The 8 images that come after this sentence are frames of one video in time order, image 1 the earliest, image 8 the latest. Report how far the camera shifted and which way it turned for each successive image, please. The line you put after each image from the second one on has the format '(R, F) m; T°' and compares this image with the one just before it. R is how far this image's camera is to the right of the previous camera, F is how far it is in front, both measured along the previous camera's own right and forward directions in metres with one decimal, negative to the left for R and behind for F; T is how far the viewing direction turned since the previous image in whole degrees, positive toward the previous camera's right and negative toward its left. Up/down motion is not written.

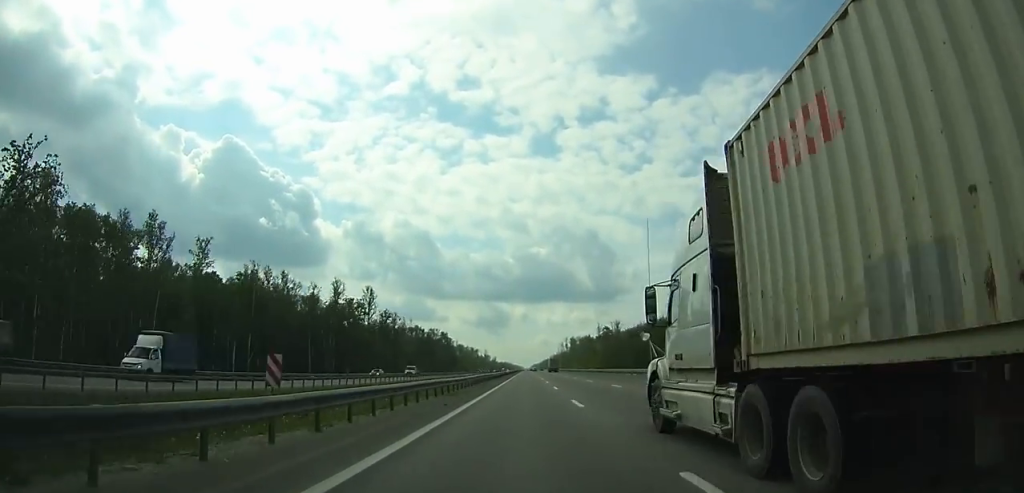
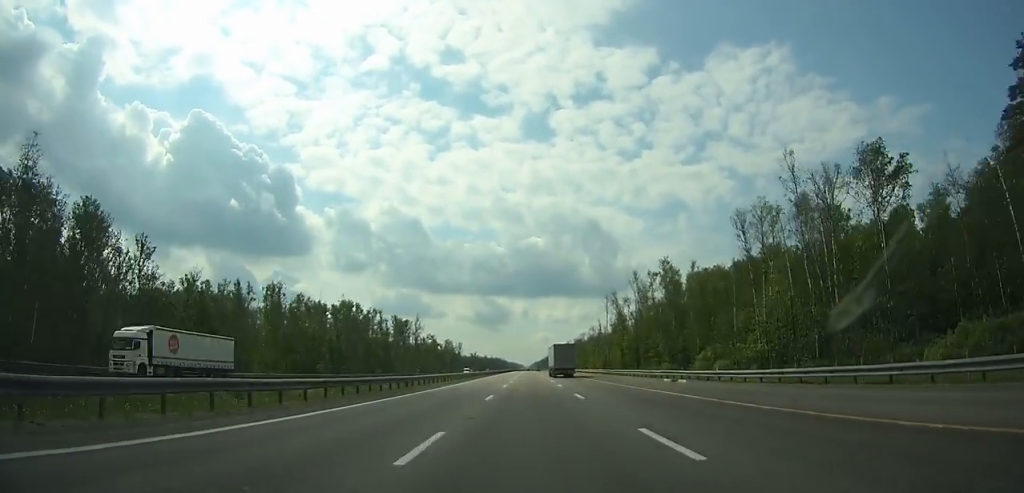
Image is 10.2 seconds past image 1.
(+3.3, +329.1) m; 0°
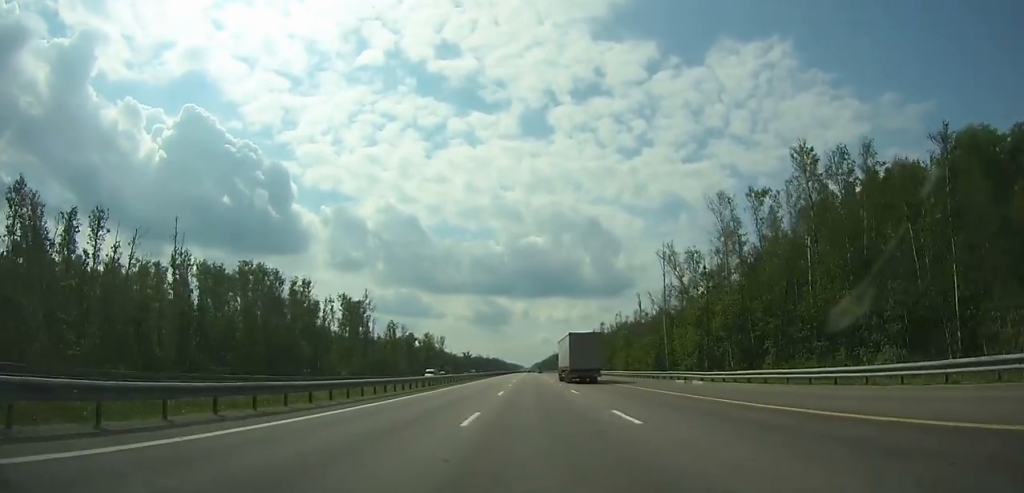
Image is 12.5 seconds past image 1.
(-0.3, +75.9) m; 0°
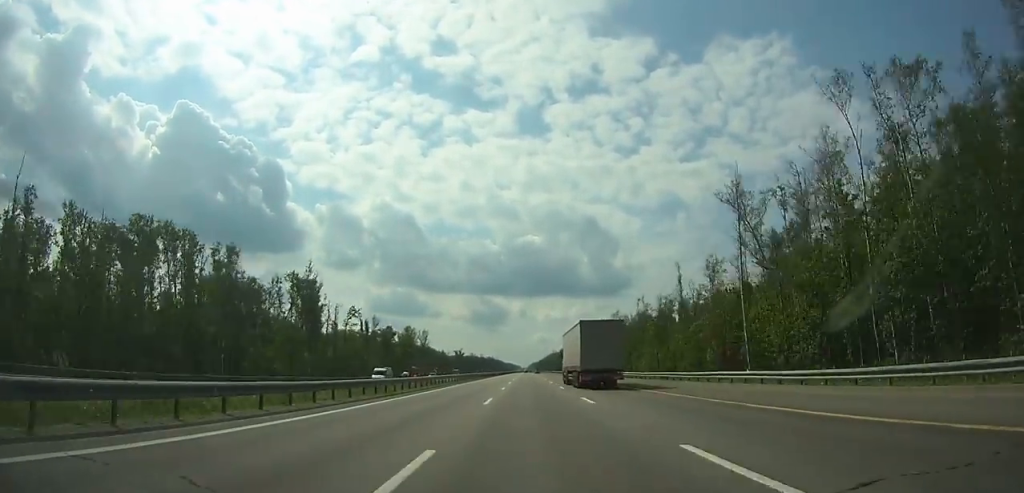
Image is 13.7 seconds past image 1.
(+0.1, +39.7) m; 0°
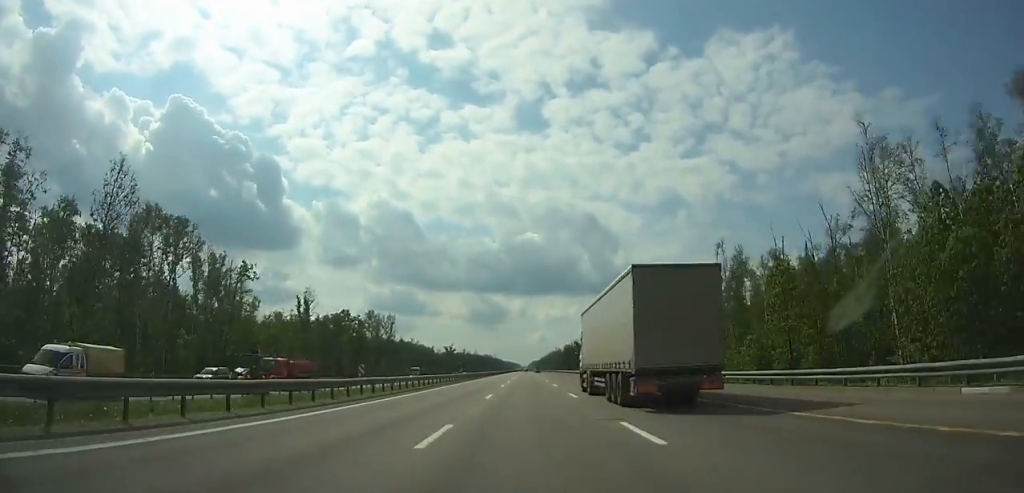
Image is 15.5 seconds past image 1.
(+0.1, +59.7) m; 0°
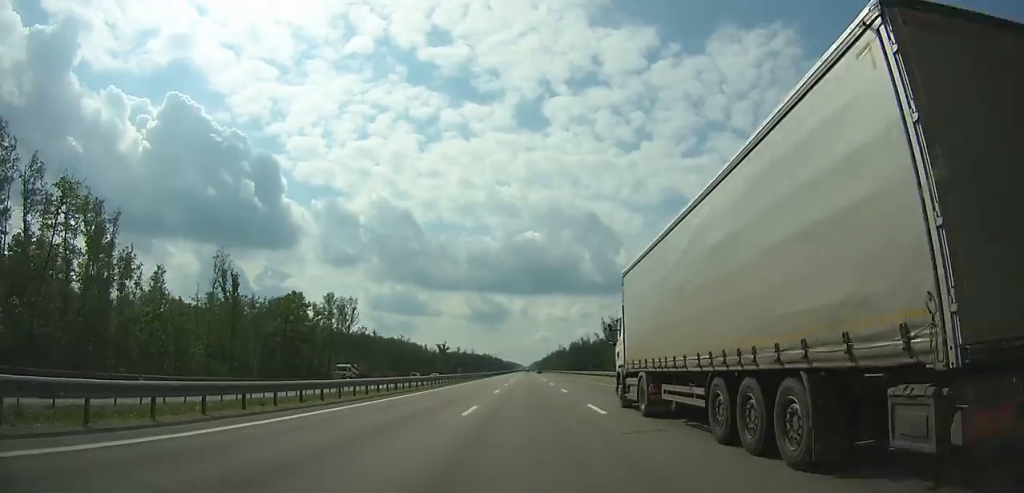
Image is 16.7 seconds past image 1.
(0.0, +39.7) m; 0°
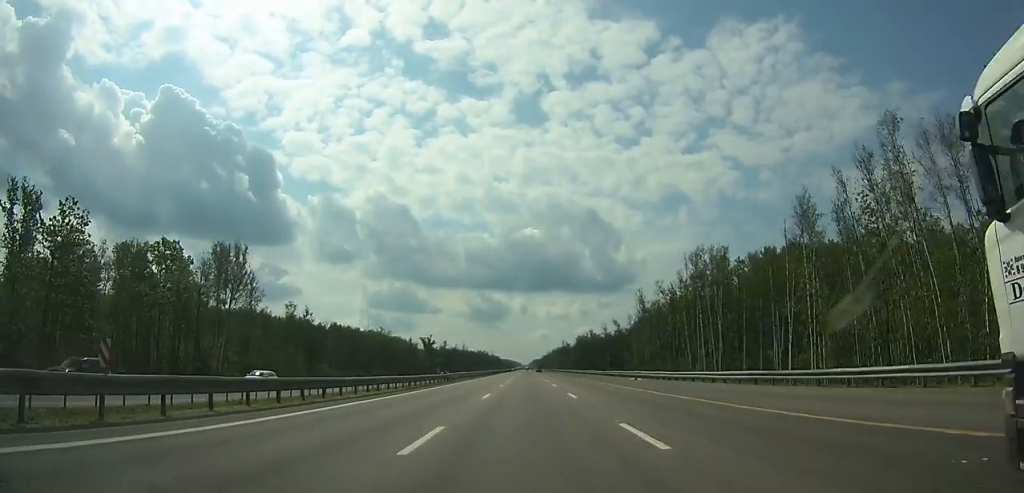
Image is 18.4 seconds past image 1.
(0.0, +56.4) m; 0°
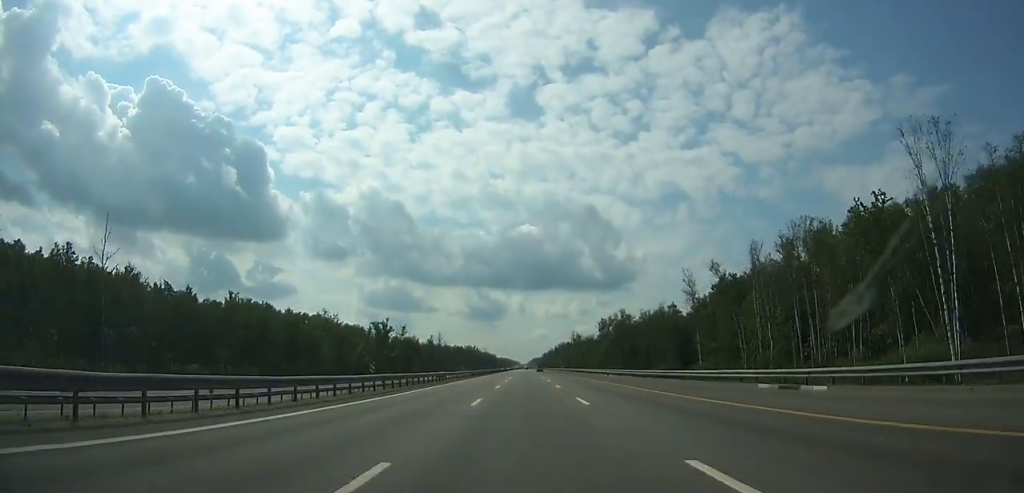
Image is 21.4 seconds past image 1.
(-0.1, +99.1) m; 0°
